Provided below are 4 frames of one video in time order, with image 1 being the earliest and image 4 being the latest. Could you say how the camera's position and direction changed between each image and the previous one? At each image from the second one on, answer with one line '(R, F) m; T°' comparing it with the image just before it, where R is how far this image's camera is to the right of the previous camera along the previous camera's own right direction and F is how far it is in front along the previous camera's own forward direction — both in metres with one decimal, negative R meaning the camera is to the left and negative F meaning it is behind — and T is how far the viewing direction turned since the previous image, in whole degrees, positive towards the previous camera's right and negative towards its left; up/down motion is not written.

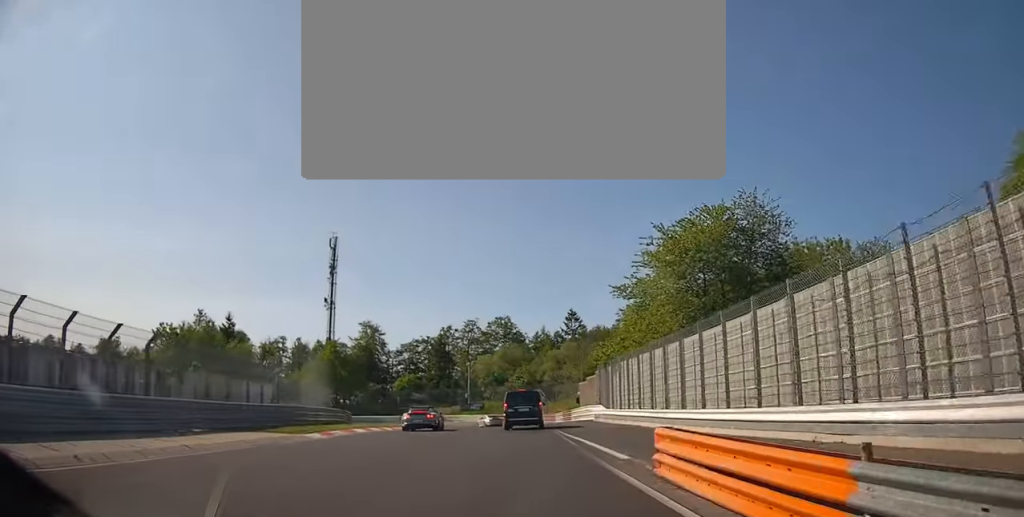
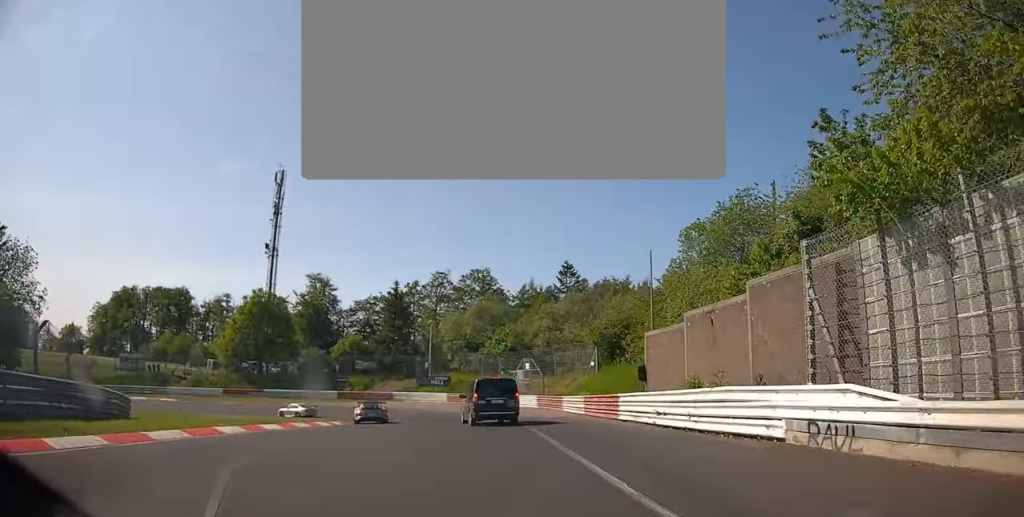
(+0.6, +26.3) m; 0°
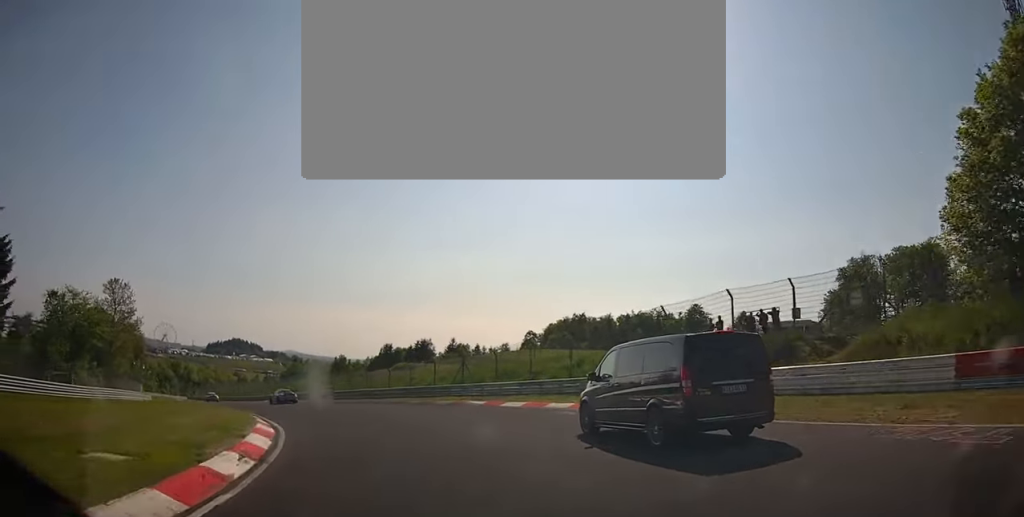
(-29.3, +45.2) m; -93°
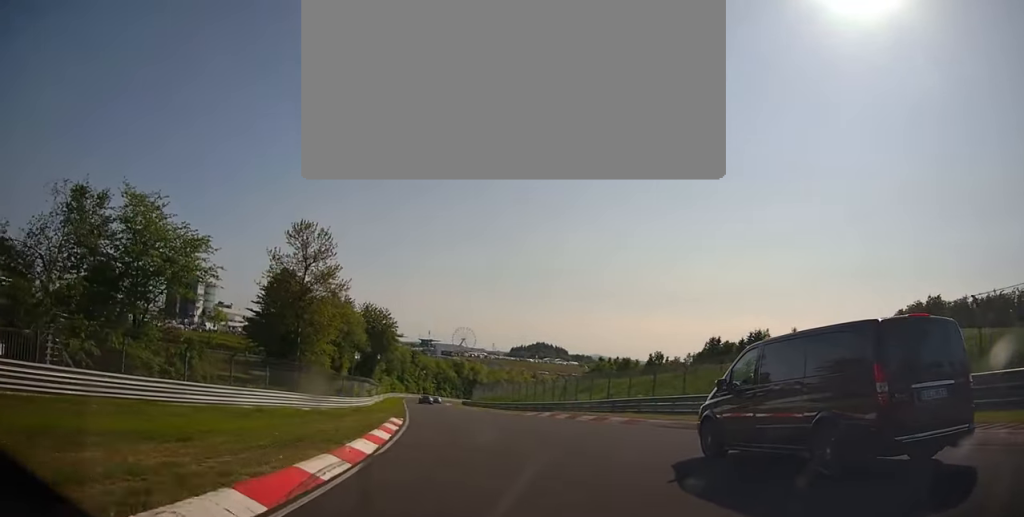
(-10.2, +37.0) m; -22°
